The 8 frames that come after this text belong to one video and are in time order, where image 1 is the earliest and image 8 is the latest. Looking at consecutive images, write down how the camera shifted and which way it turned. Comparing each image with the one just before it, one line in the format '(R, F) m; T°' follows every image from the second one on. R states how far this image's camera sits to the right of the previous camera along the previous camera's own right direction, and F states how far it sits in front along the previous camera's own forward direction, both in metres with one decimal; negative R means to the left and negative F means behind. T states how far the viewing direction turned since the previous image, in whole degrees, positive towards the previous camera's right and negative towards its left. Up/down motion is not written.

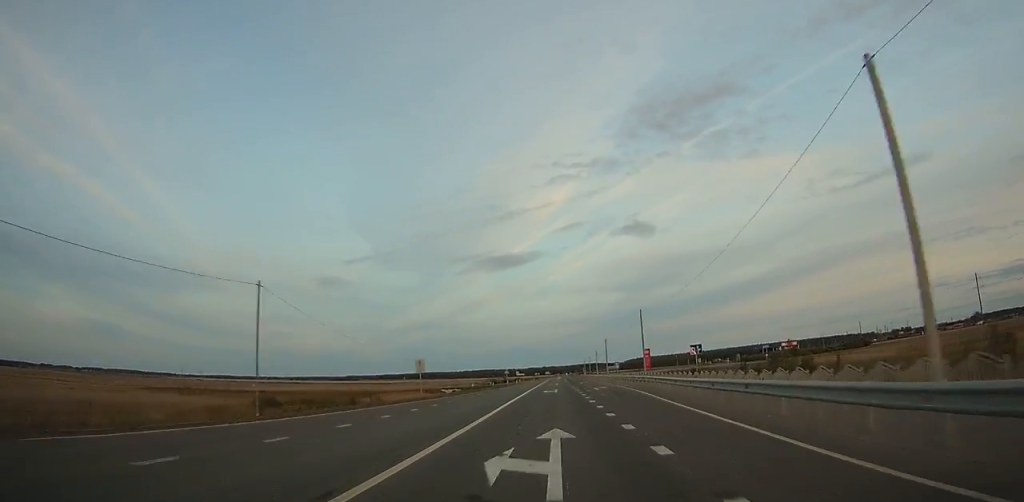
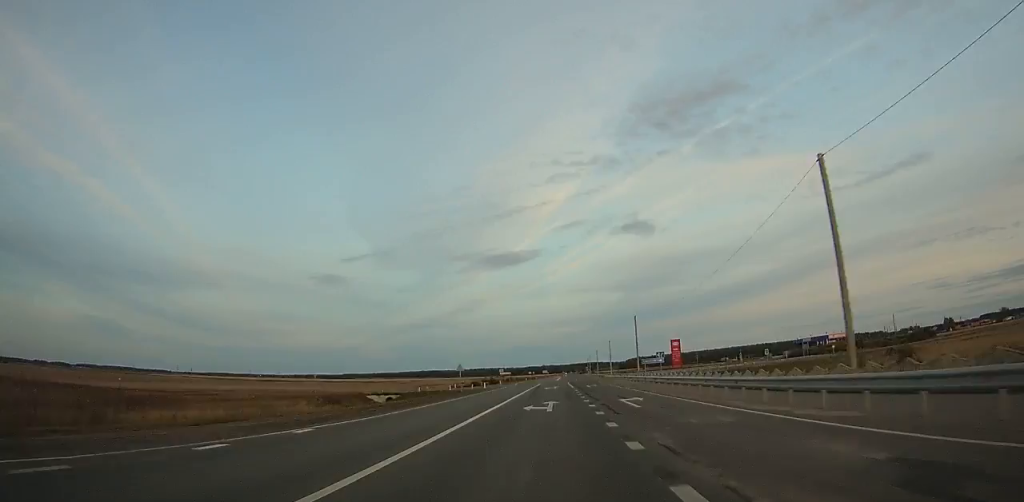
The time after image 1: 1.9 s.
(+0.1, +49.2) m; 0°
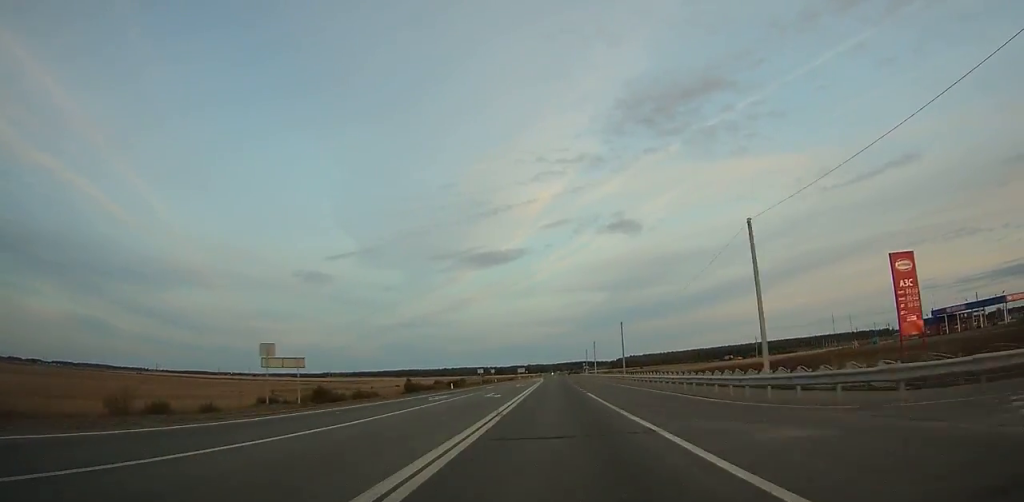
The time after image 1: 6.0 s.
(+0.8, +106.5) m; 0°
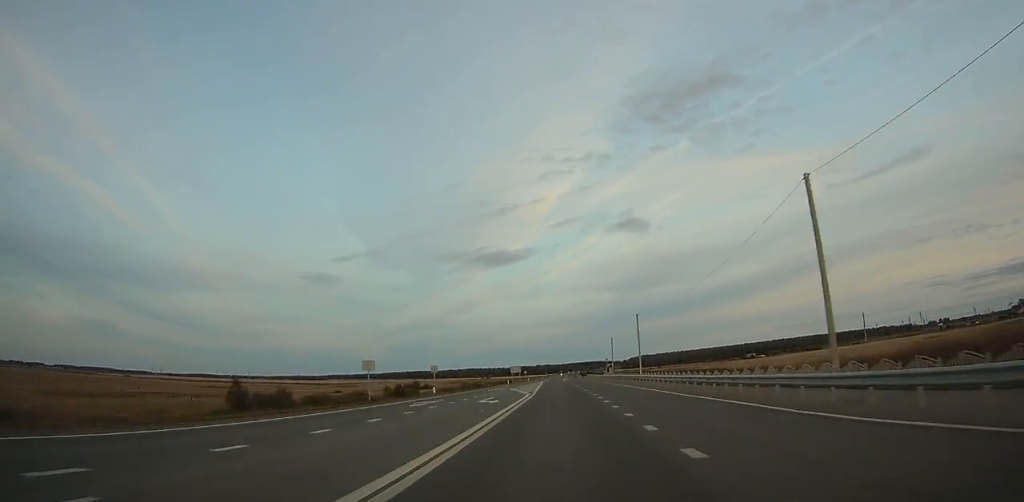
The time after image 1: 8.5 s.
(-0.2, +65.2) m; 0°
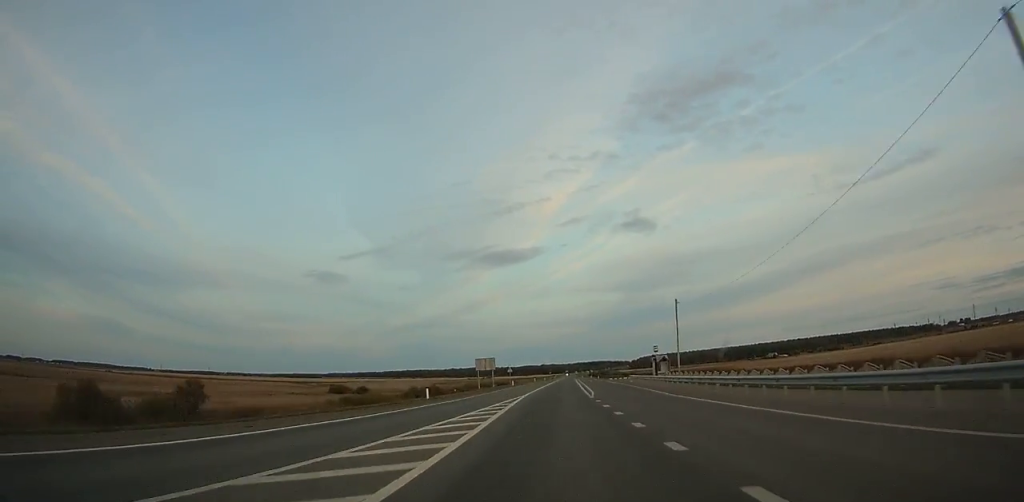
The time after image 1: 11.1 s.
(-0.4, +67.8) m; 0°
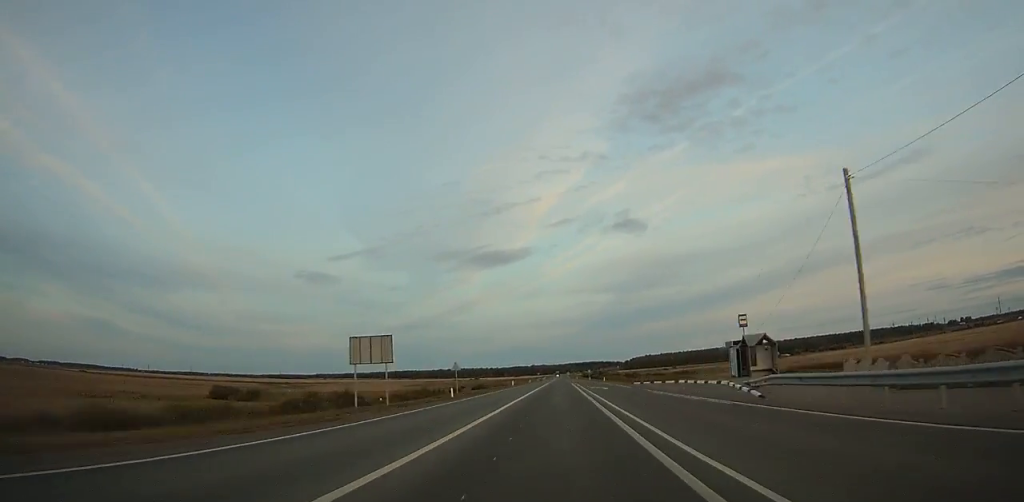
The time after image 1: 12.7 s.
(-0.3, +41.8) m; 0°
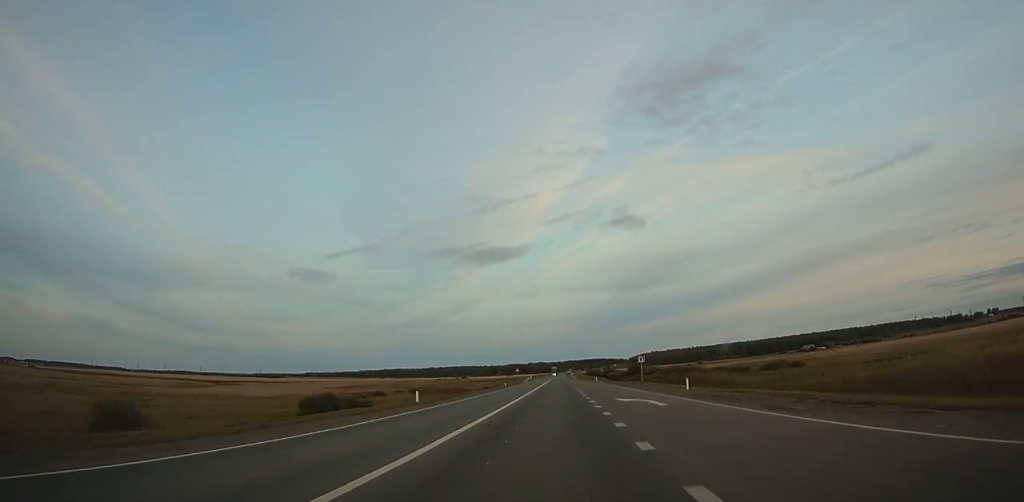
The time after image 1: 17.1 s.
(+0.9, +116.2) m; 0°
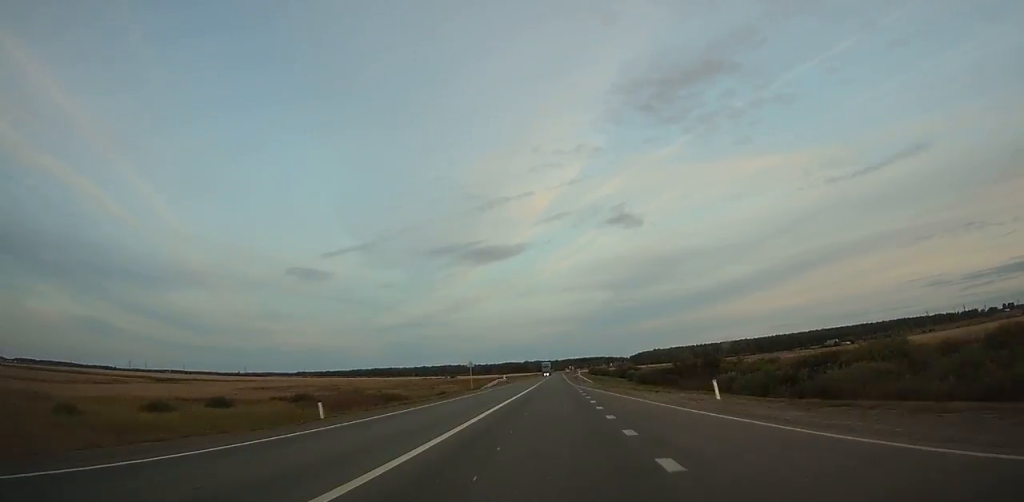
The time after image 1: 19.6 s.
(-0.1, +66.9) m; 0°
